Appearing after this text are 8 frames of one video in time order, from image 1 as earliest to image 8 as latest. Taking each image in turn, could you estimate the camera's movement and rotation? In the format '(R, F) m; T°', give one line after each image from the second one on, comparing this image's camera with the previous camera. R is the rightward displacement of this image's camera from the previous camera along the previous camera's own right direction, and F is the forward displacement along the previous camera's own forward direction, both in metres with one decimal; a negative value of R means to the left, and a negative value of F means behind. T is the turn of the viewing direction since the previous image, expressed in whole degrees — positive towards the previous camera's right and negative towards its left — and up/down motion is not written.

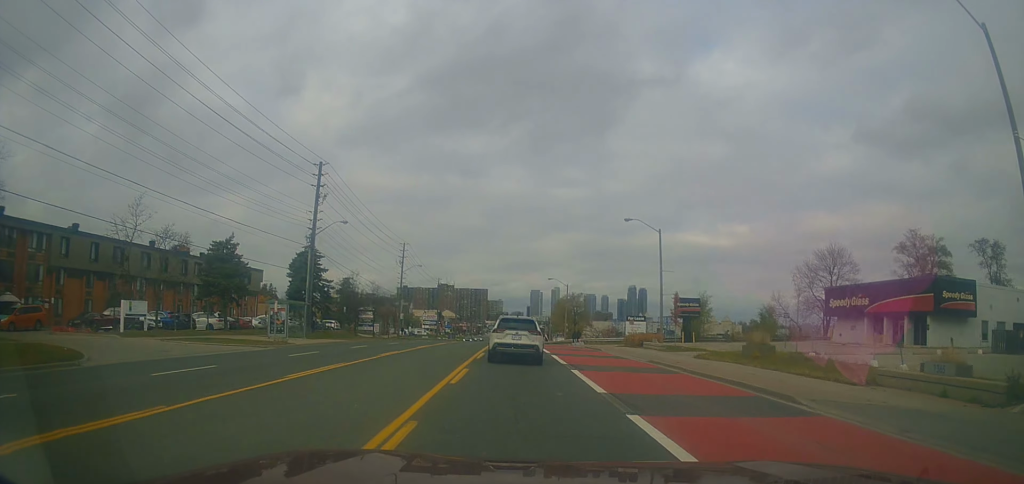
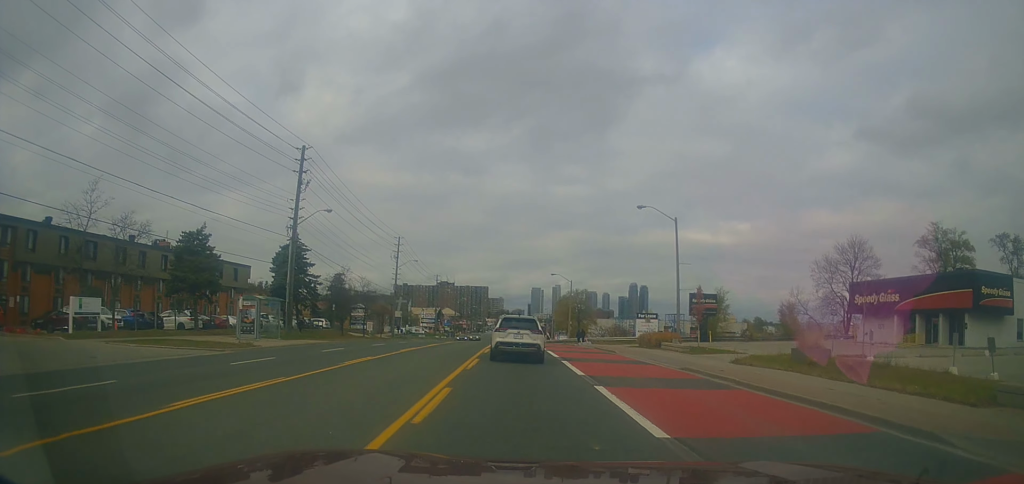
(-0.1, +5.3) m; -2°
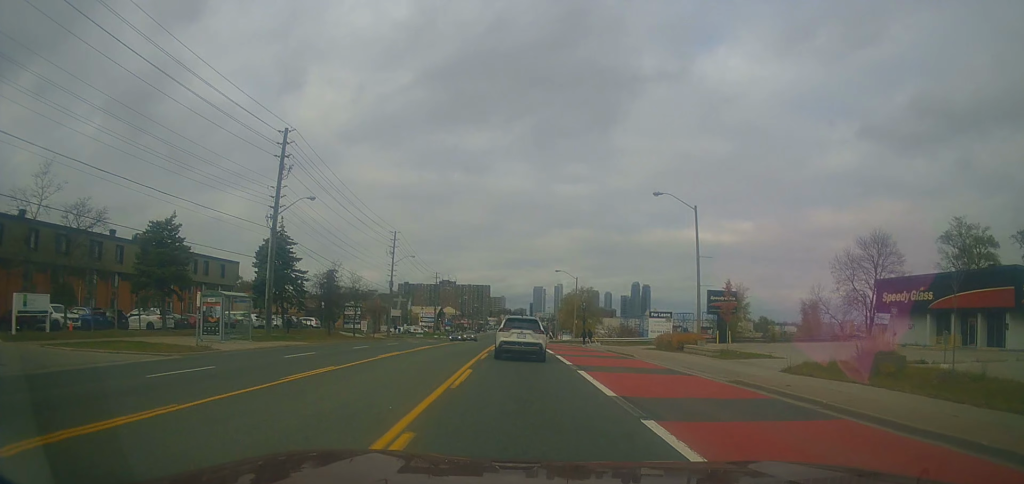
(-0.1, +5.0) m; 0°
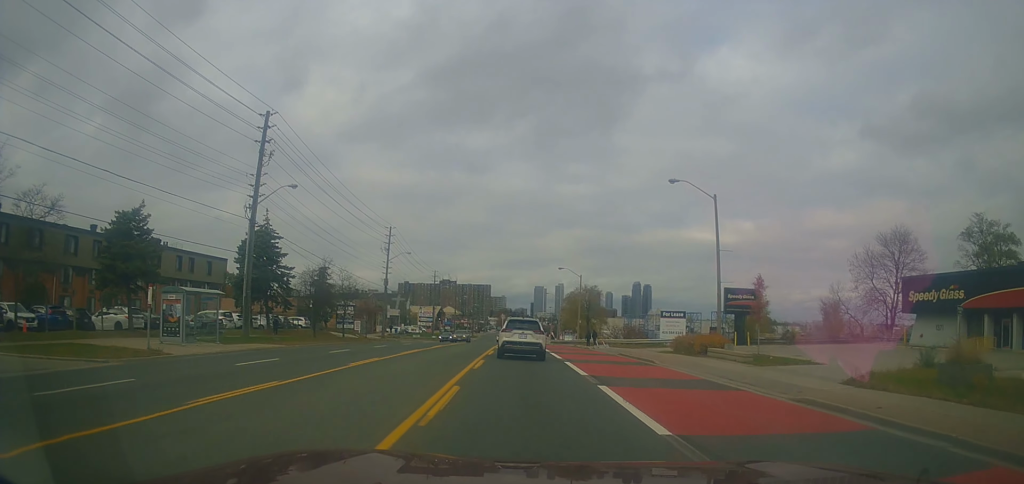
(+0.1, +4.1) m; +1°
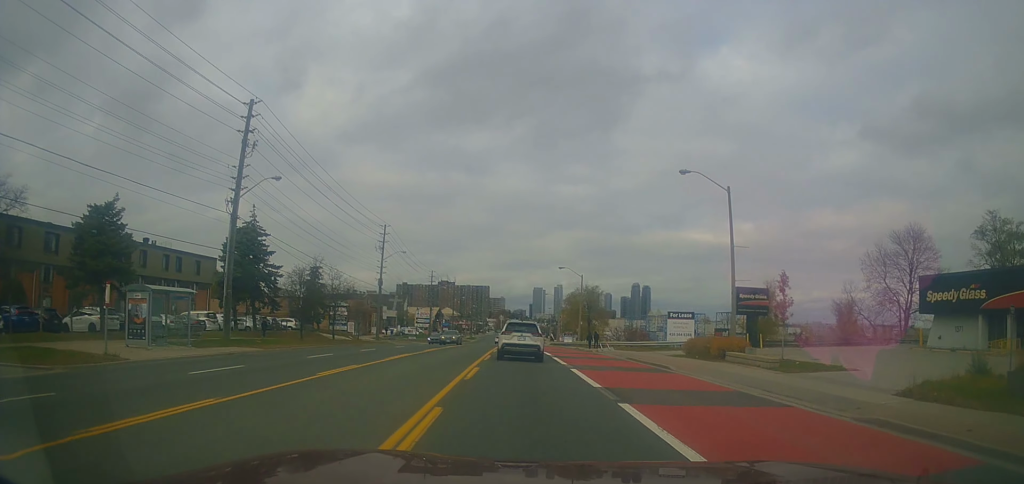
(0.0, +2.7) m; -1°
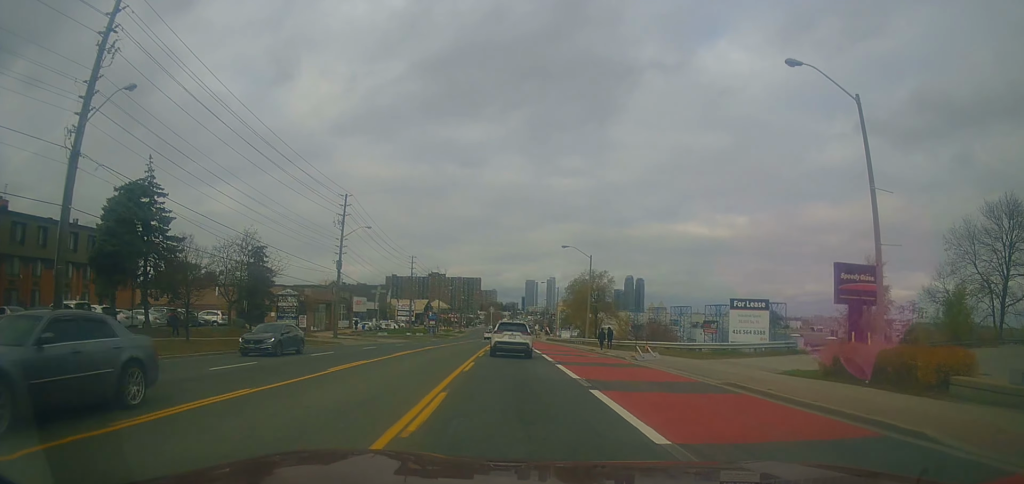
(-0.2, +14.7) m; +2°
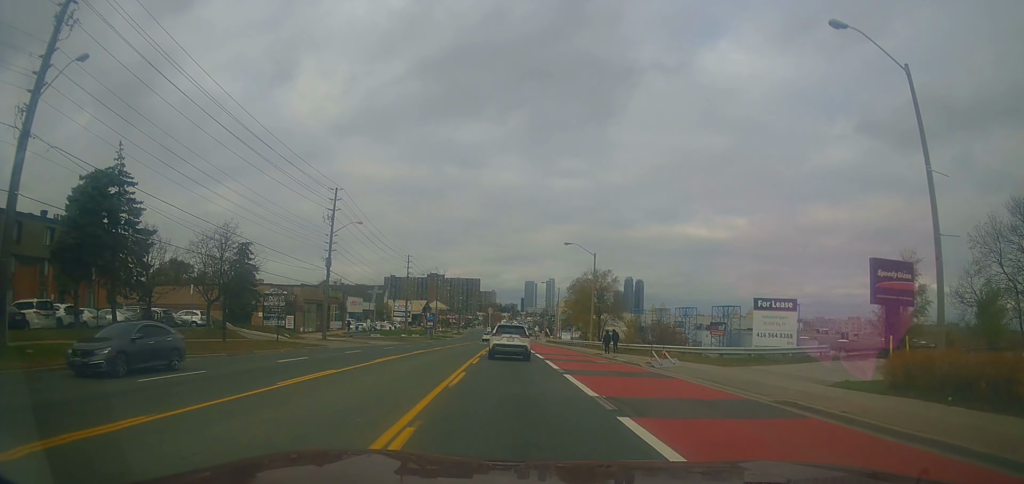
(+0.2, +3.3) m; +1°
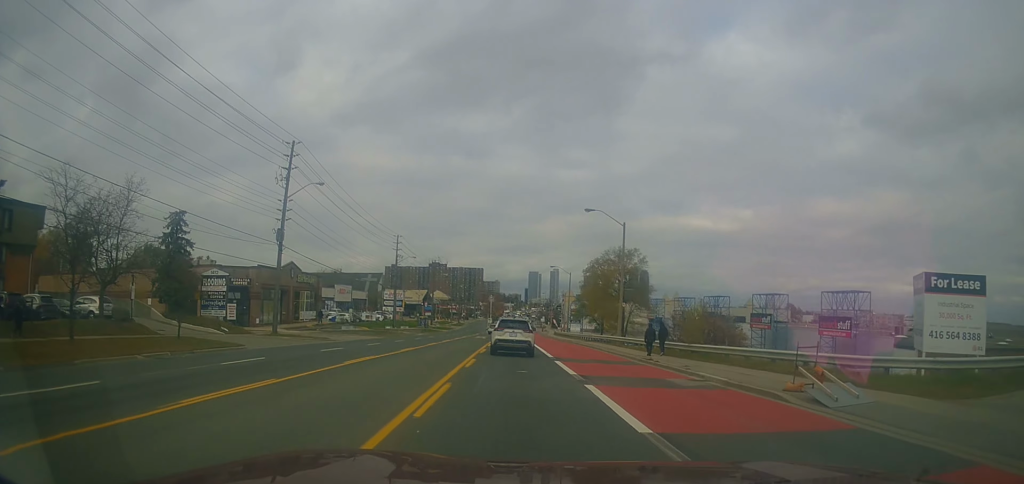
(-0.4, +13.4) m; -3°
